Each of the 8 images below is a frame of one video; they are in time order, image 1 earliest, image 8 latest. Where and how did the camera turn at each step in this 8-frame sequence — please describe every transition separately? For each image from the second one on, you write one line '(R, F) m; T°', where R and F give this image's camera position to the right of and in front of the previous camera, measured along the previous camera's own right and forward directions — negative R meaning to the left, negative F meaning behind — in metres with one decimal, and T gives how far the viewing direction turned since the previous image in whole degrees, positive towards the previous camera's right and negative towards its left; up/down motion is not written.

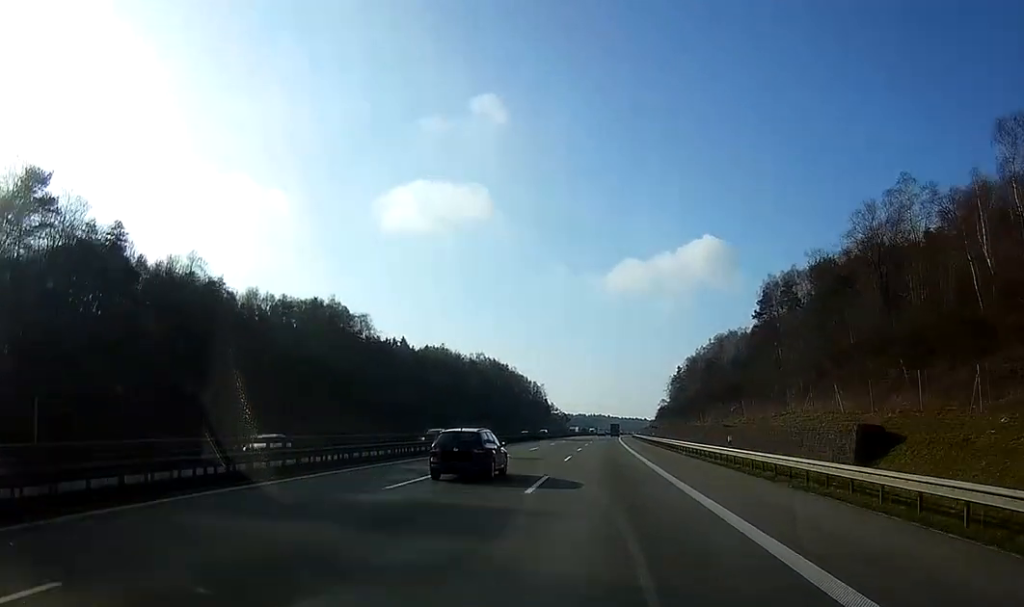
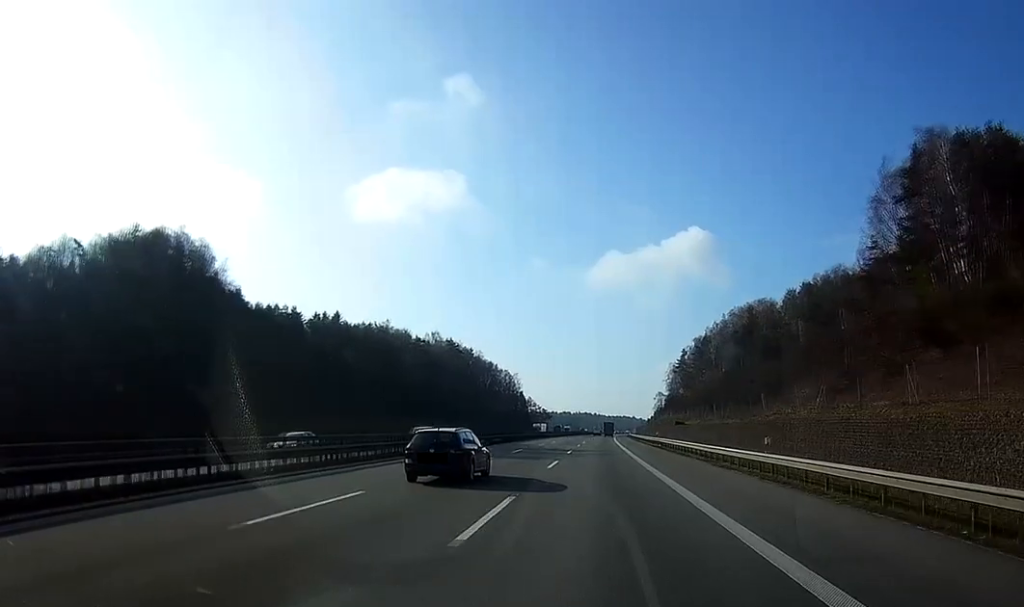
(0.0, +55.5) m; 0°
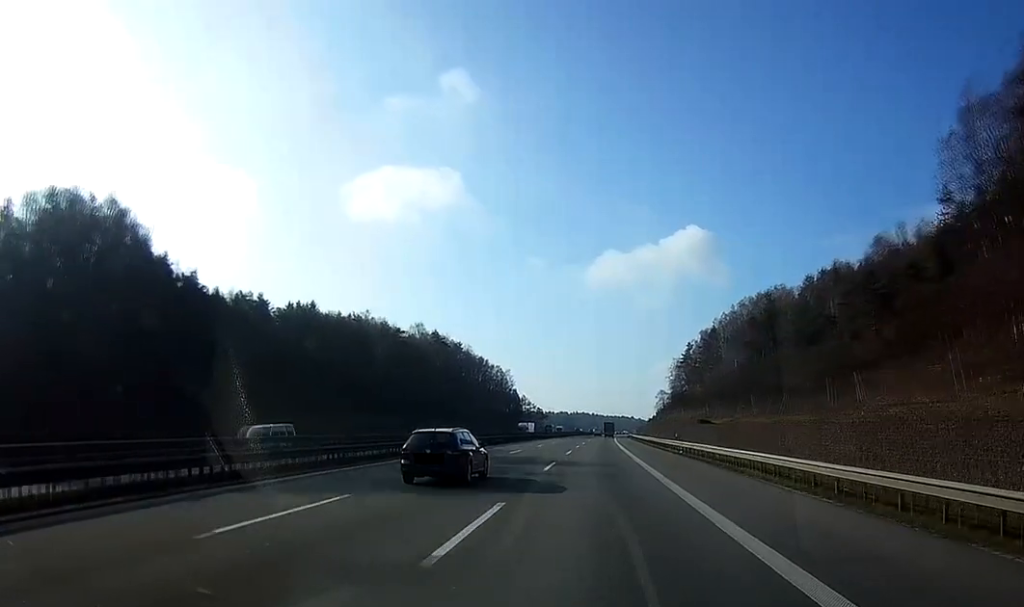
(0.0, +17.0) m; 0°
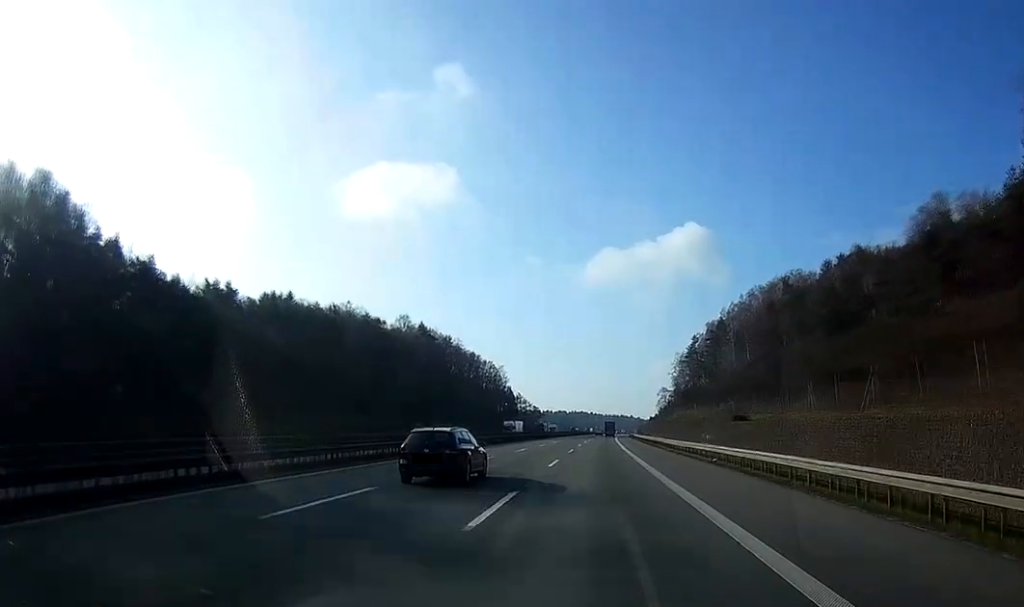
(+0.1, +14.9) m; 0°
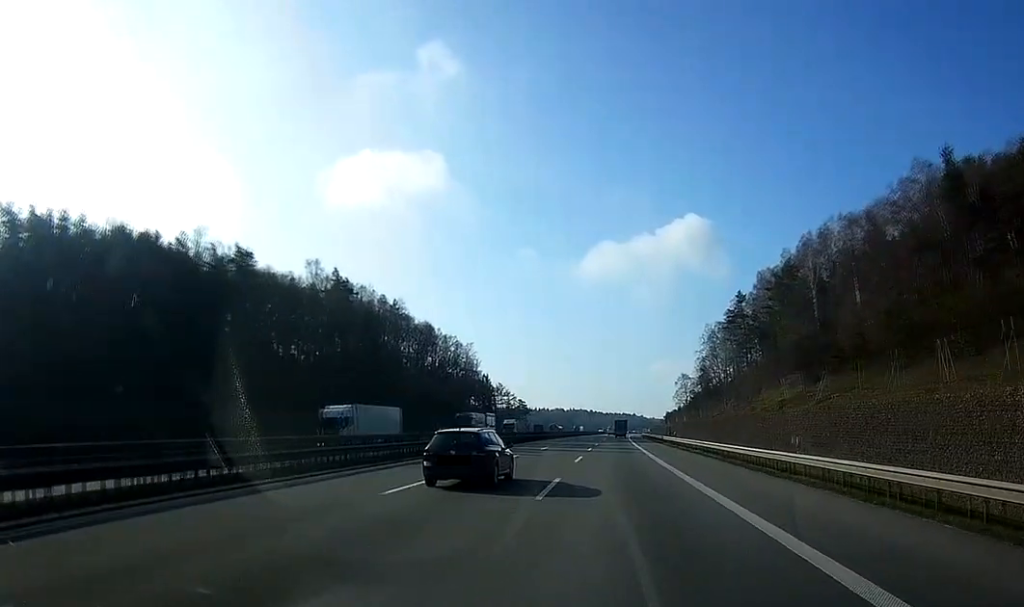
(+0.6, +64.8) m; +2°
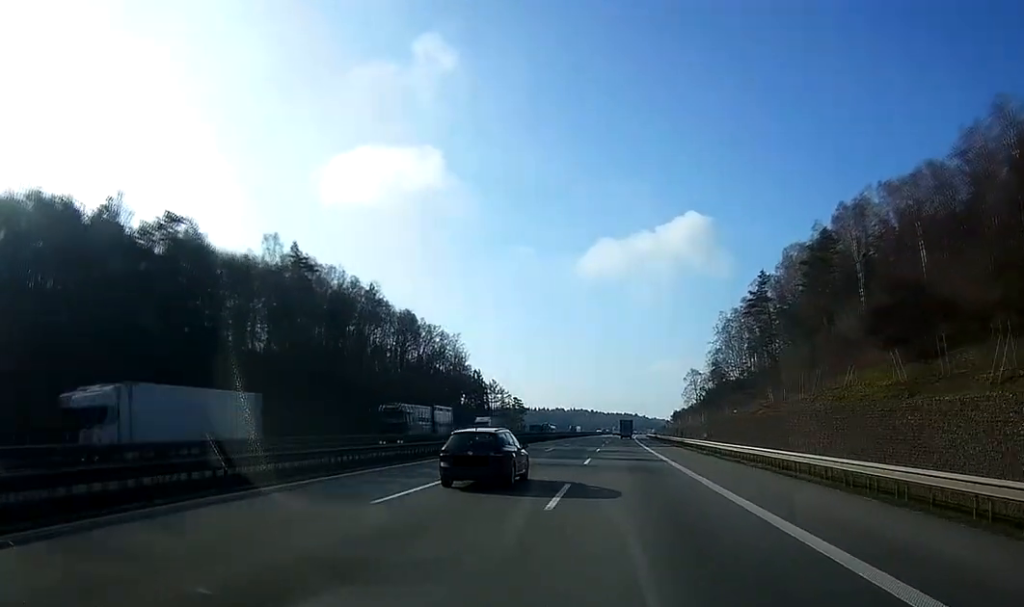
(+0.4, +16.6) m; 0°
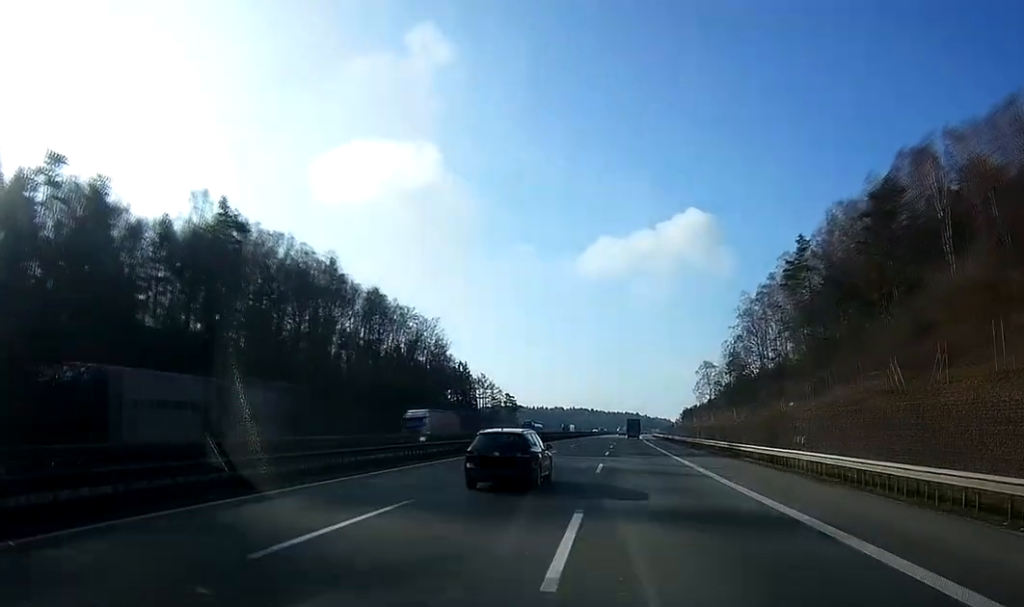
(0.0, +21.5) m; 0°
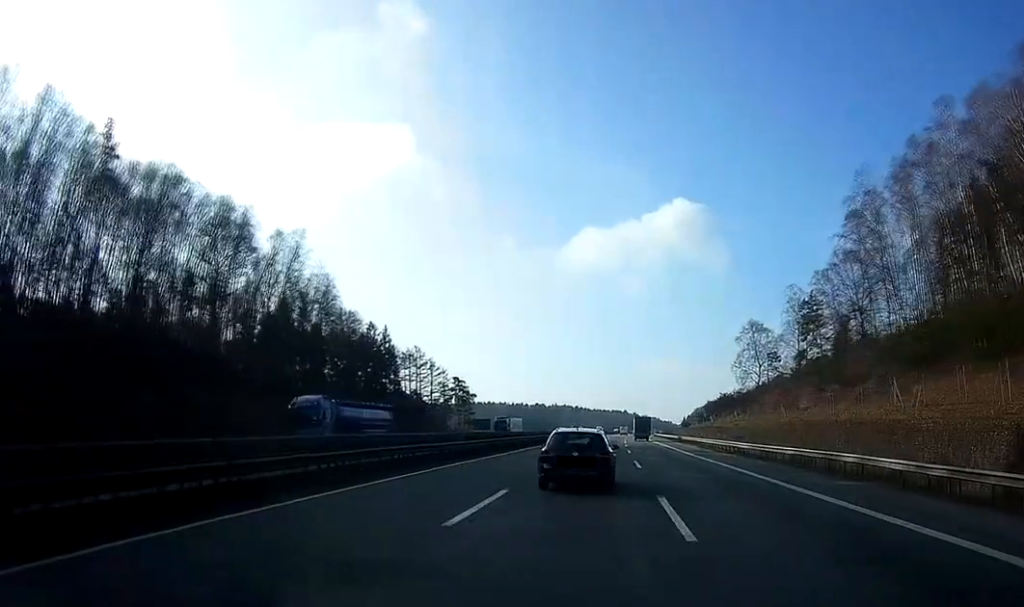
(-0.6, +64.1) m; -1°
